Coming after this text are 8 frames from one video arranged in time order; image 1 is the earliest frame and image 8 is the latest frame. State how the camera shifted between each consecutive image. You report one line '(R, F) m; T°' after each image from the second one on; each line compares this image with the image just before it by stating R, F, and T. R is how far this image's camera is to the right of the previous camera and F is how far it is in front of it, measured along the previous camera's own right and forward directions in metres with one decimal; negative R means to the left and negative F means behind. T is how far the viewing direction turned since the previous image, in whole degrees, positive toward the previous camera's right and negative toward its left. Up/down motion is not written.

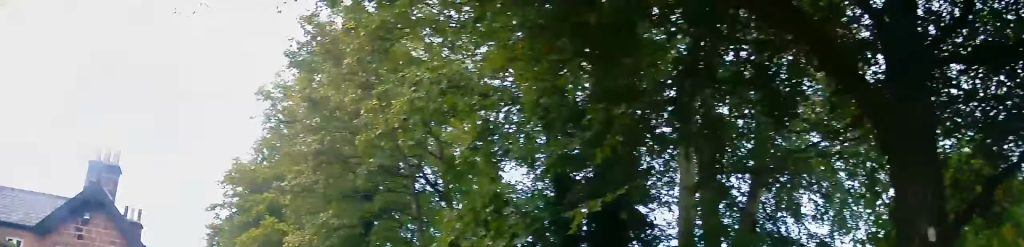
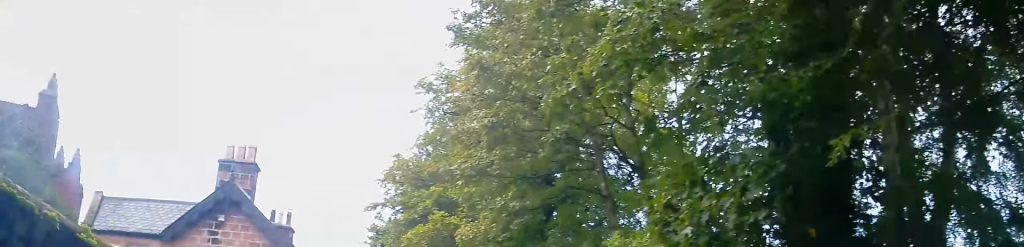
(-0.6, +1.7) m; -19°
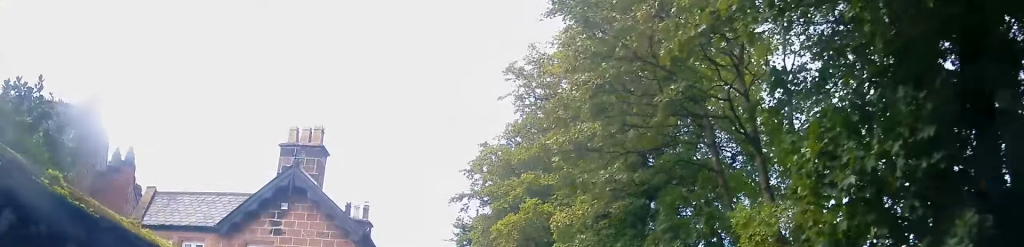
(-0.3, +1.8) m; -6°
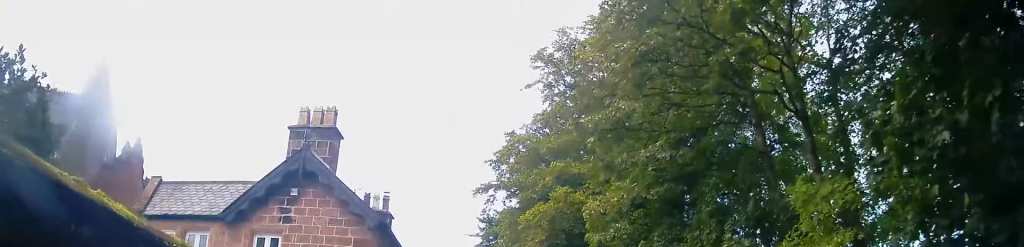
(0.0, +1.4) m; +3°
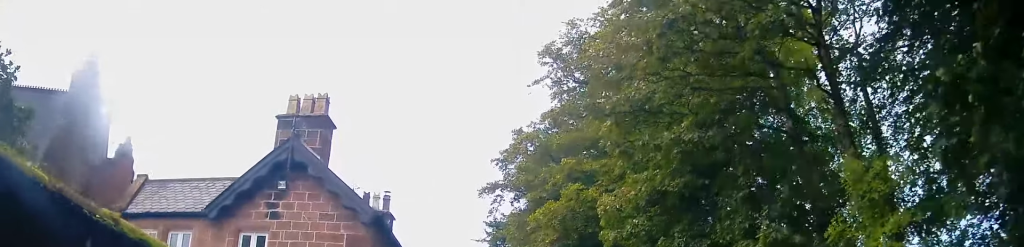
(+0.1, +1.5) m; -1°
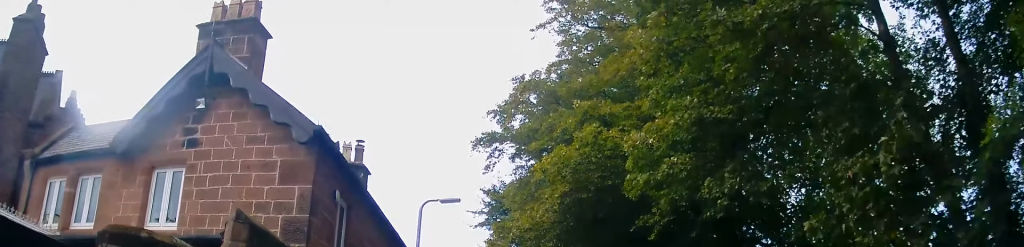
(-0.1, +3.7) m; -5°
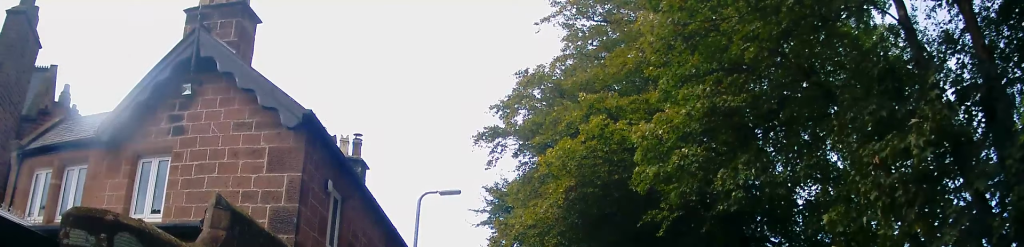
(+0.1, +0.5) m; 0°
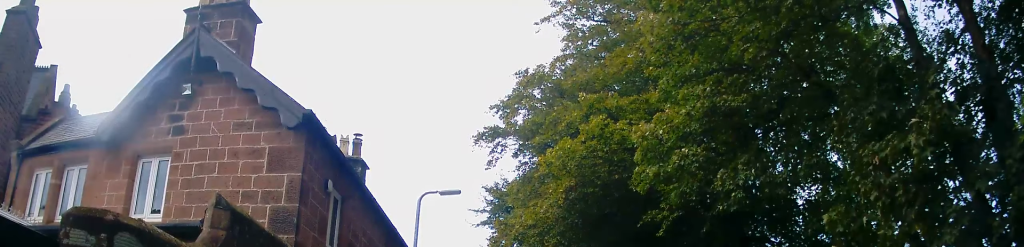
(0.0, 0.0) m; 0°
